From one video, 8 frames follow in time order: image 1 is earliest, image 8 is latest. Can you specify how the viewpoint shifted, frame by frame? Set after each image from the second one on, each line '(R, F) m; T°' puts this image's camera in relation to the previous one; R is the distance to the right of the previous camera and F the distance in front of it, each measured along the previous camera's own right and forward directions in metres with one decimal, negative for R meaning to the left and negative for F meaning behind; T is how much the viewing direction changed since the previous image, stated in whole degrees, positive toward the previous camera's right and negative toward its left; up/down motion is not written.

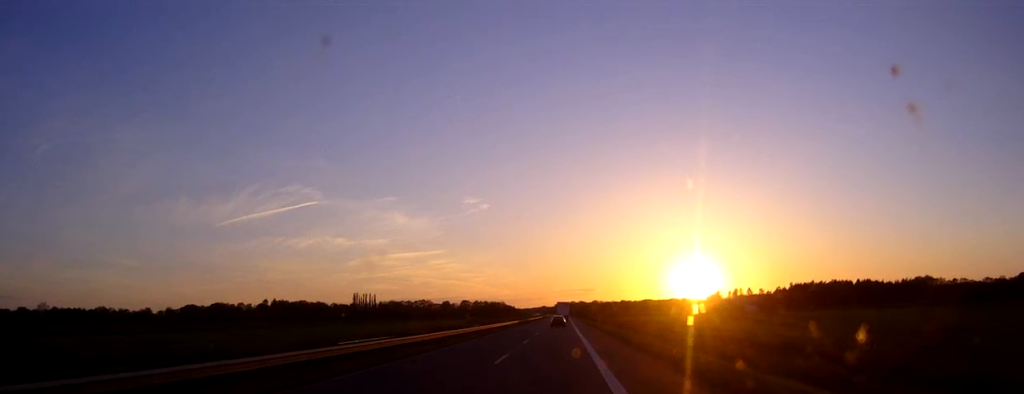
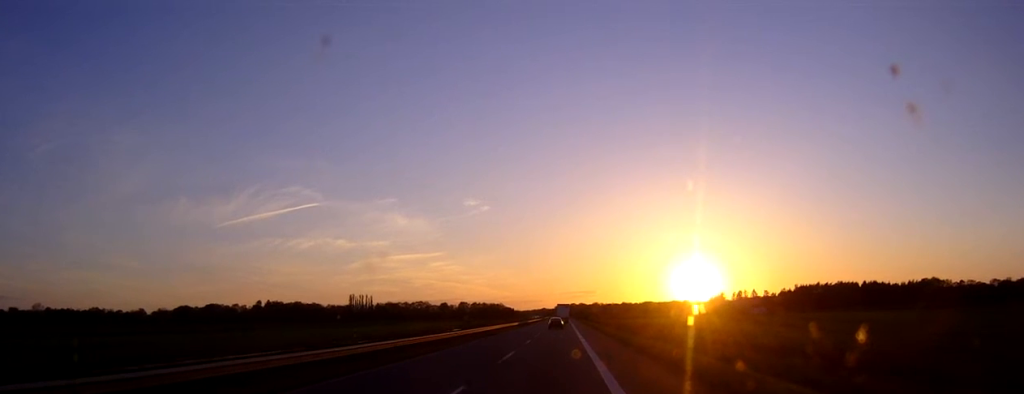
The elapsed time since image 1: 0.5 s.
(0.0, +14.1) m; 0°
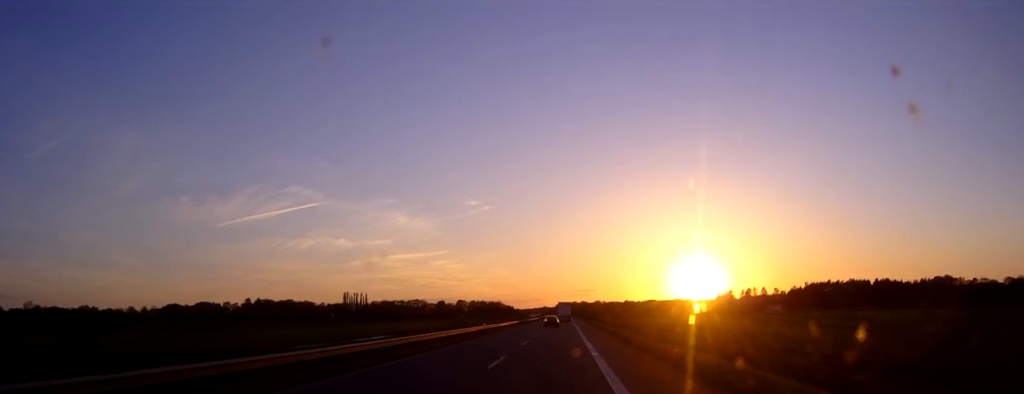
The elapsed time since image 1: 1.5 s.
(0.0, +24.7) m; 0°
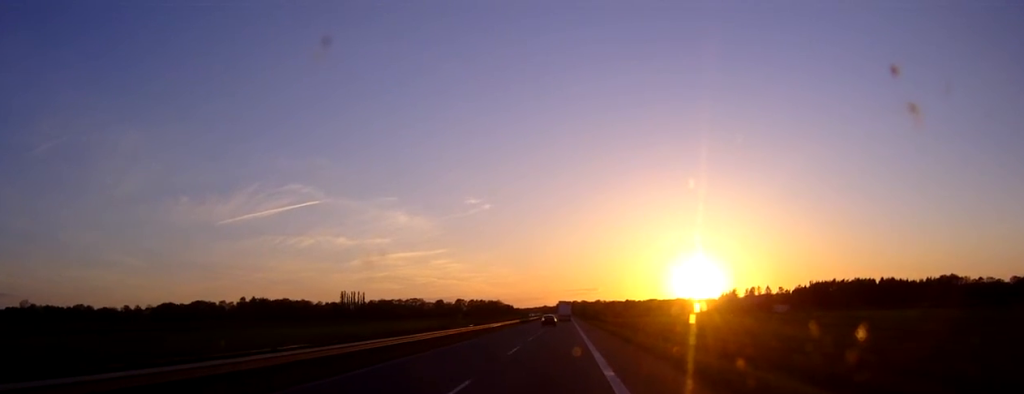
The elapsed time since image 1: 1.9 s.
(0.0, +10.6) m; 0°
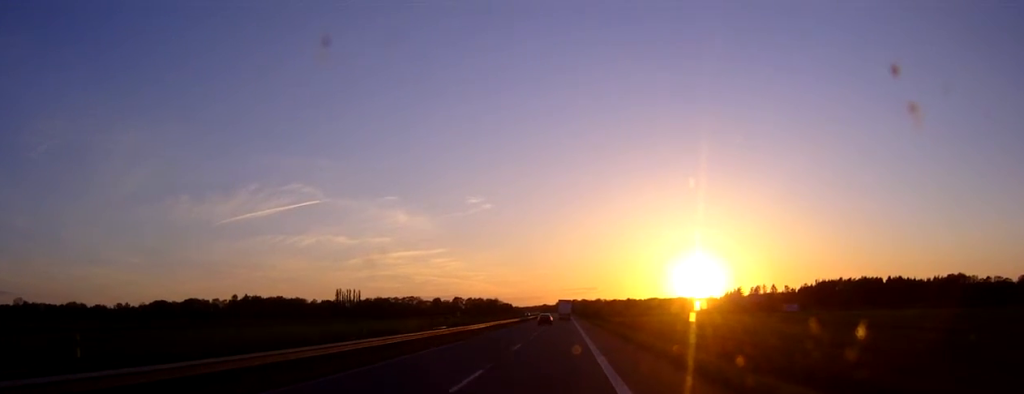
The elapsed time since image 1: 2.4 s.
(+0.1, +15.0) m; 0°
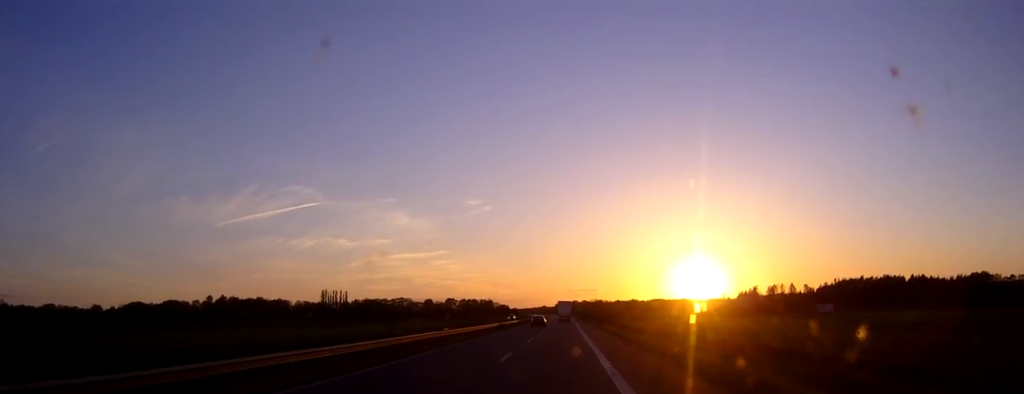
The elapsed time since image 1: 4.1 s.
(-0.1, +43.4) m; 0°
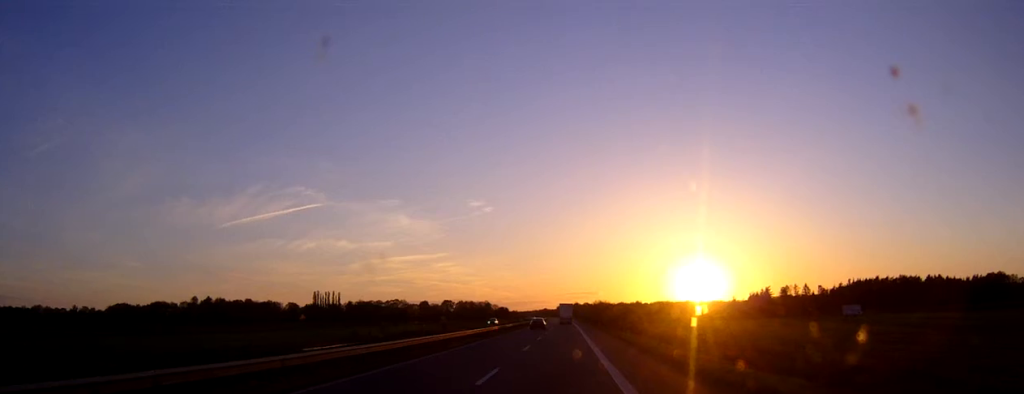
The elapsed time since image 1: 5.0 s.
(0.0, +25.8) m; 0°
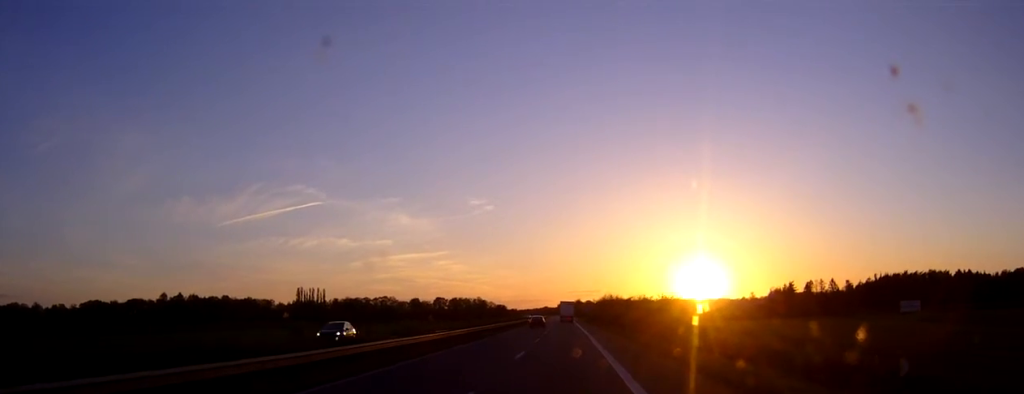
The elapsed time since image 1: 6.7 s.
(+0.1, +44.6) m; 0°
